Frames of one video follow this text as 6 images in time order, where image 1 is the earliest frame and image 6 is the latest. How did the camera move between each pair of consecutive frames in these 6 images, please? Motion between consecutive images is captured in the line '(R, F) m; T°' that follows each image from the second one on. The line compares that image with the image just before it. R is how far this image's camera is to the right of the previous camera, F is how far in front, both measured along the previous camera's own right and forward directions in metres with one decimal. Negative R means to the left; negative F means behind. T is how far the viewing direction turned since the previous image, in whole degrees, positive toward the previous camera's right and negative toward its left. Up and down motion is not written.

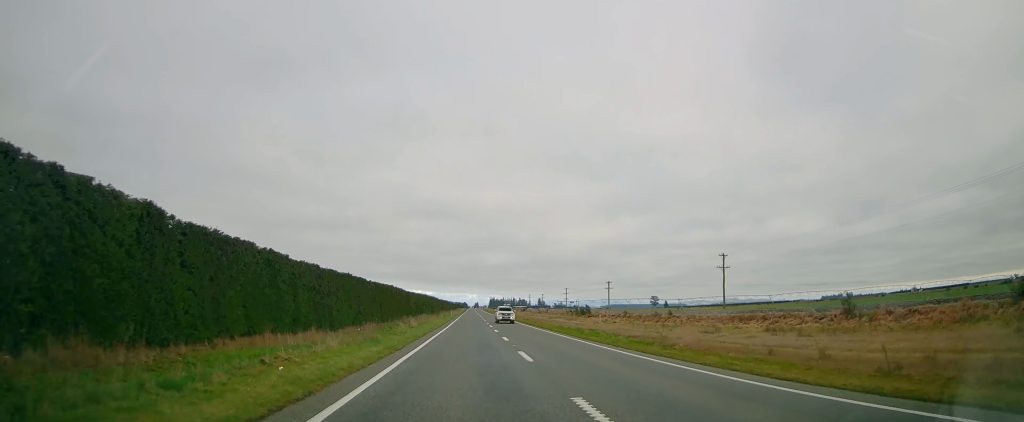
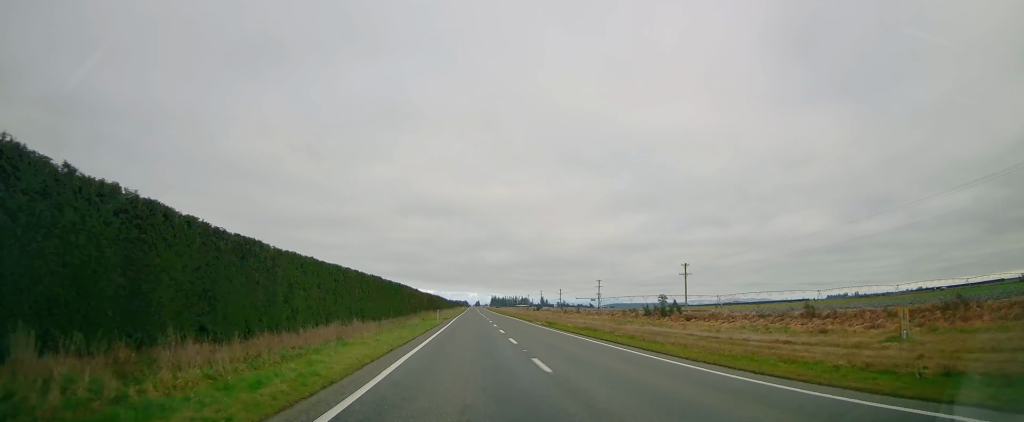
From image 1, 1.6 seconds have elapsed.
(-0.4, +42.8) m; -1°
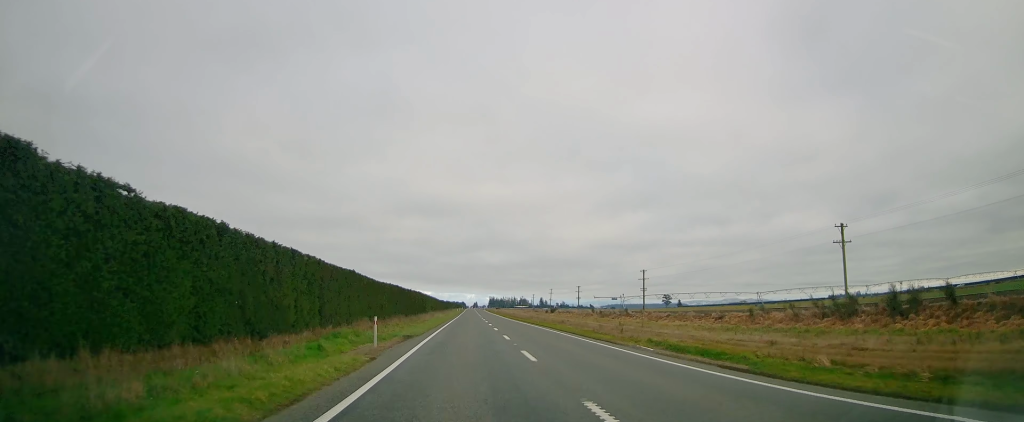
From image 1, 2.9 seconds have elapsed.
(-0.1, +36.6) m; +1°
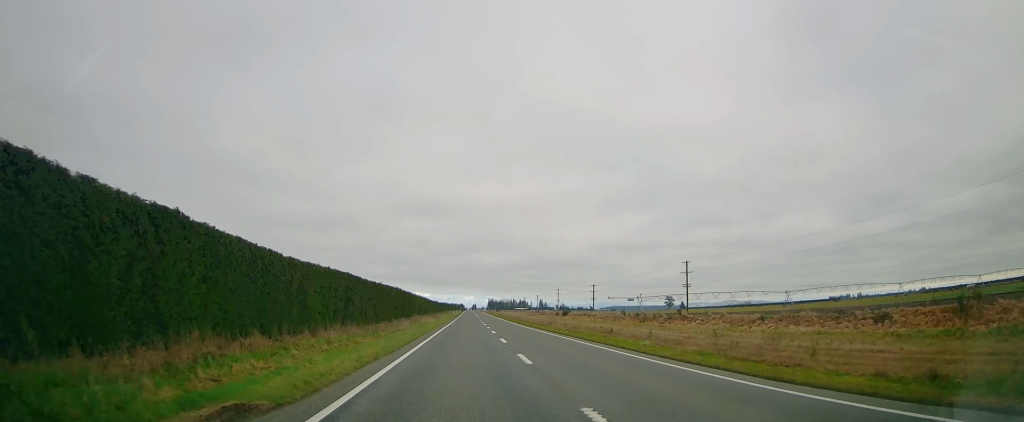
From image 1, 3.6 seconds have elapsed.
(+0.3, +20.1) m; 0°
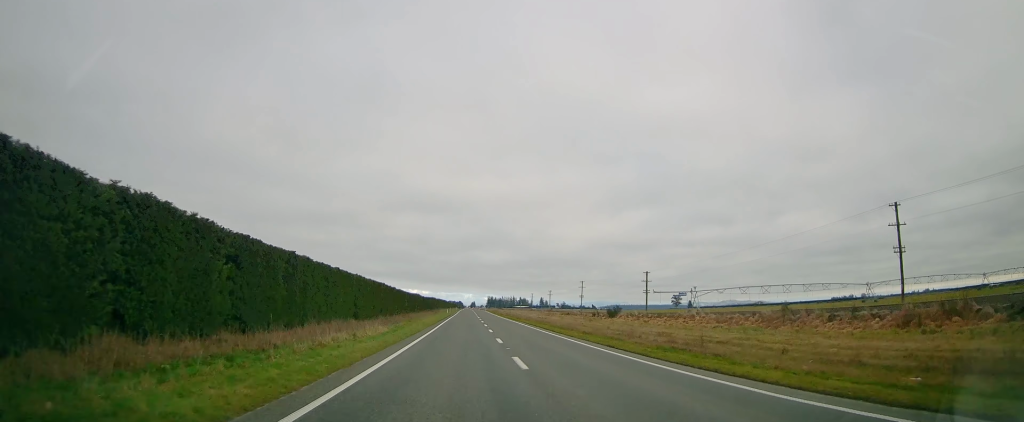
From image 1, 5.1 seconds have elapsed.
(-0.2, +41.0) m; 0°
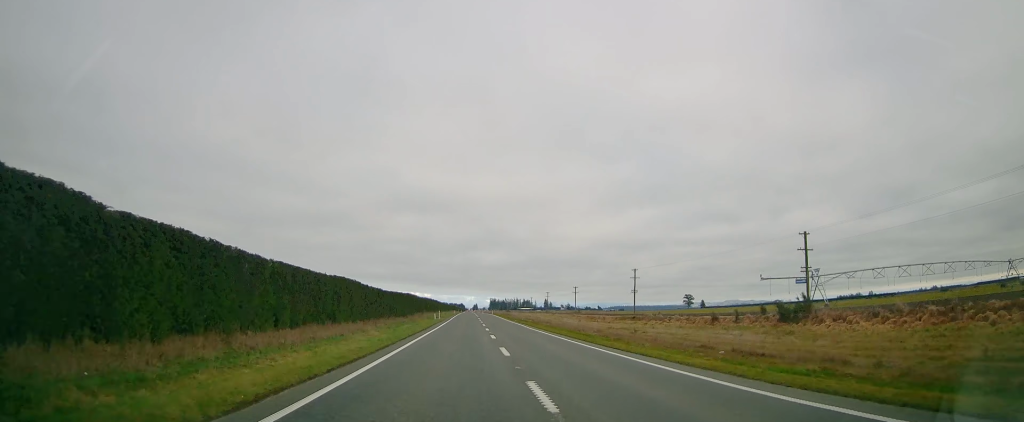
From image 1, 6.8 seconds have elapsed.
(+0.1, +45.5) m; 0°
